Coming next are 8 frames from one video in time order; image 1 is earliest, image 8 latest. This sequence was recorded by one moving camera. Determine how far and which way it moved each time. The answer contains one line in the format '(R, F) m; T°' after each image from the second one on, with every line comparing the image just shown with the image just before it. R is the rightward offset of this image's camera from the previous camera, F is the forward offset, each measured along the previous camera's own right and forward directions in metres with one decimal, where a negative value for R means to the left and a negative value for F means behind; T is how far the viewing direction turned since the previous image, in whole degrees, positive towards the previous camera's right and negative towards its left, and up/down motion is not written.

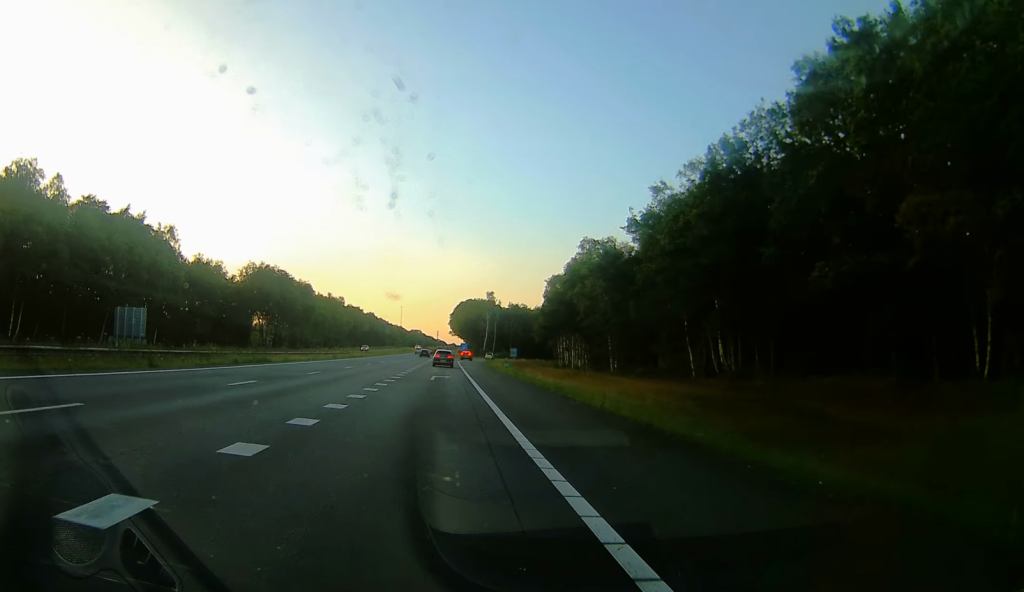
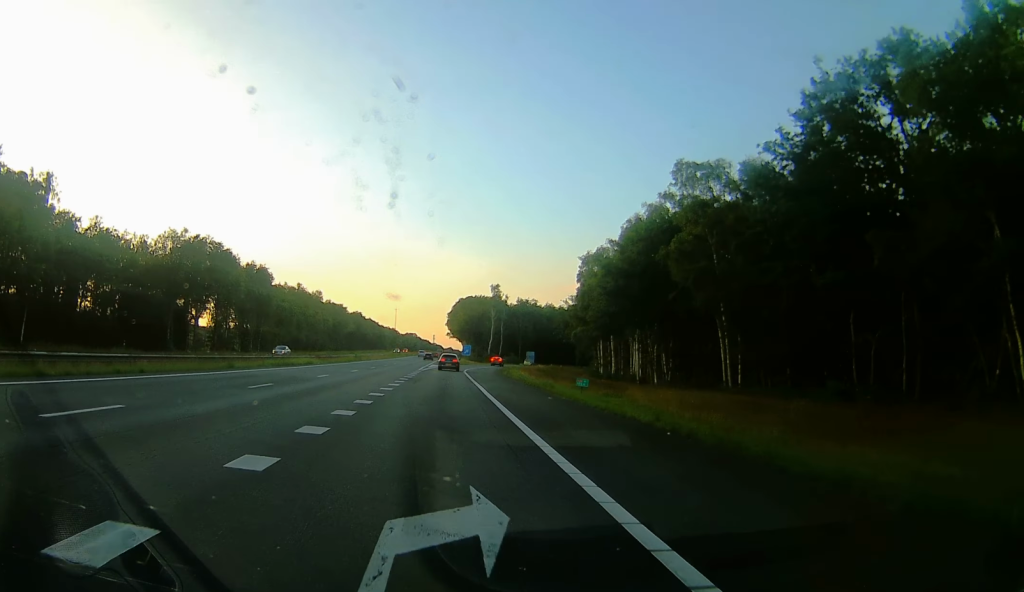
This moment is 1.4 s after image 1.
(+0.9, +36.5) m; +1°
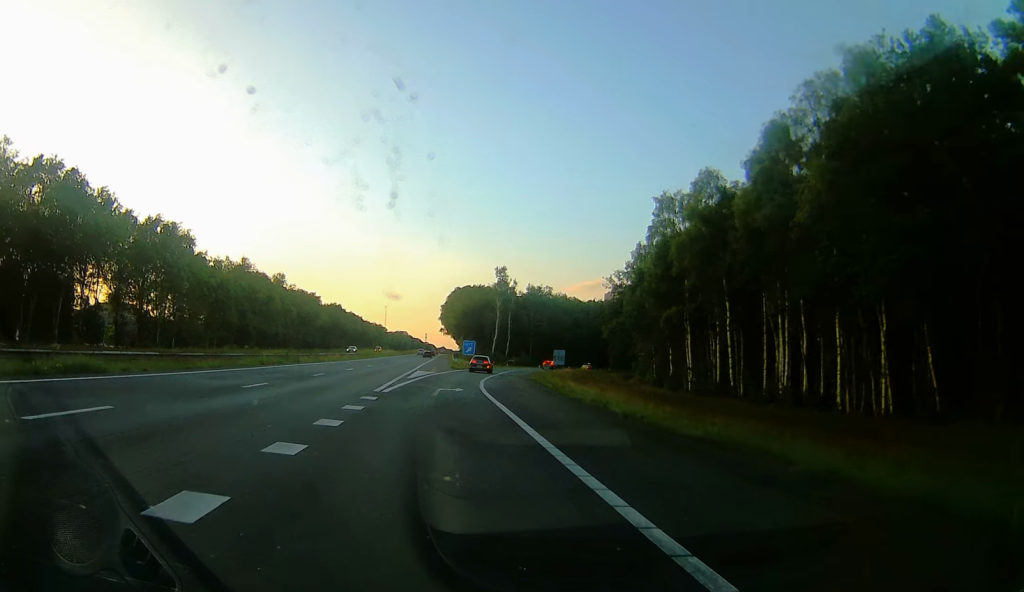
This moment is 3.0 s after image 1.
(-0.9, +38.3) m; -1°
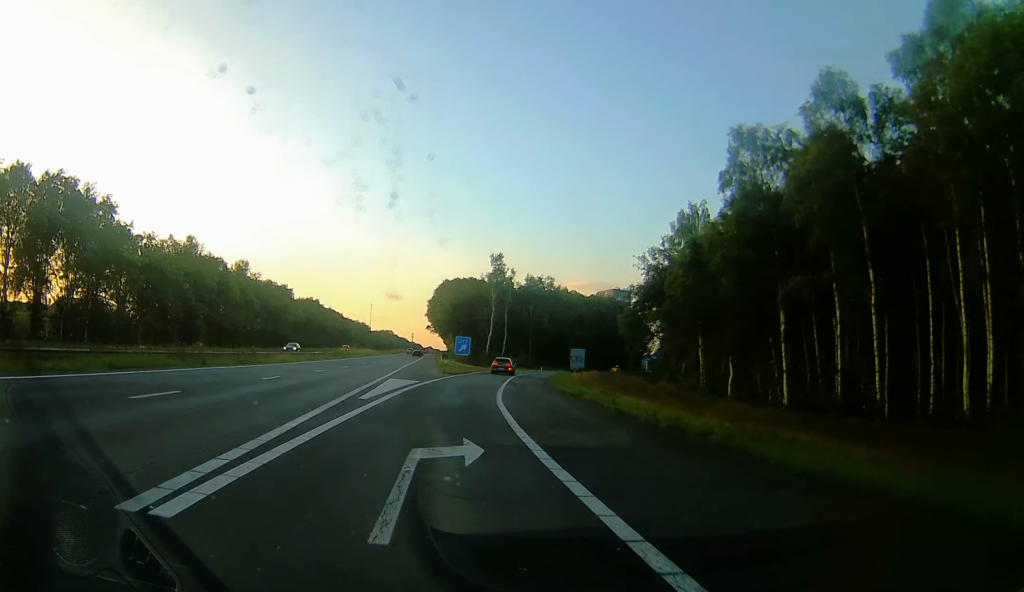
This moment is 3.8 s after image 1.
(0.0, +20.1) m; +2°
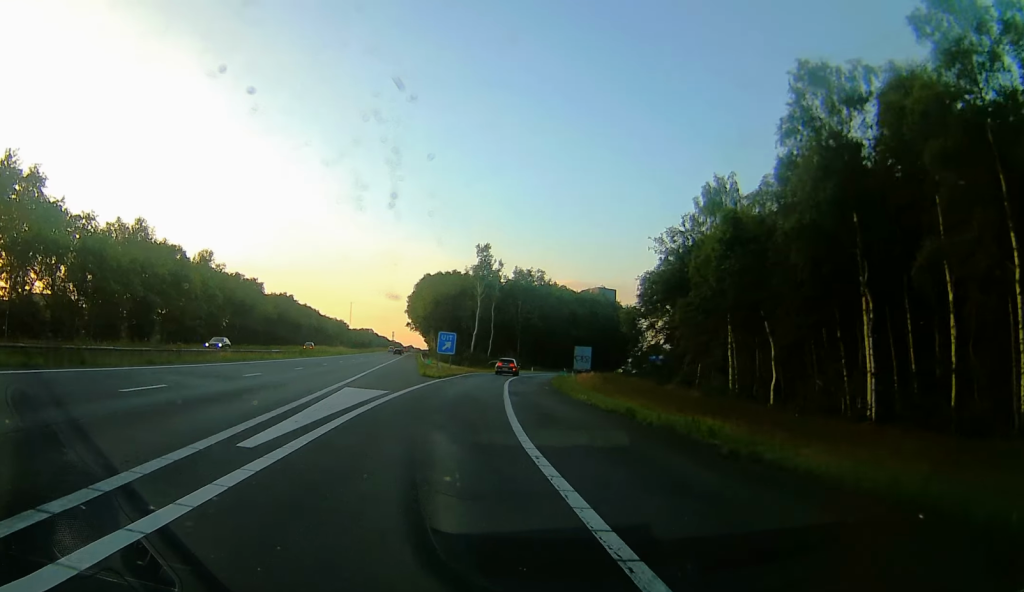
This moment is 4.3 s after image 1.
(+0.3, +11.2) m; +1°
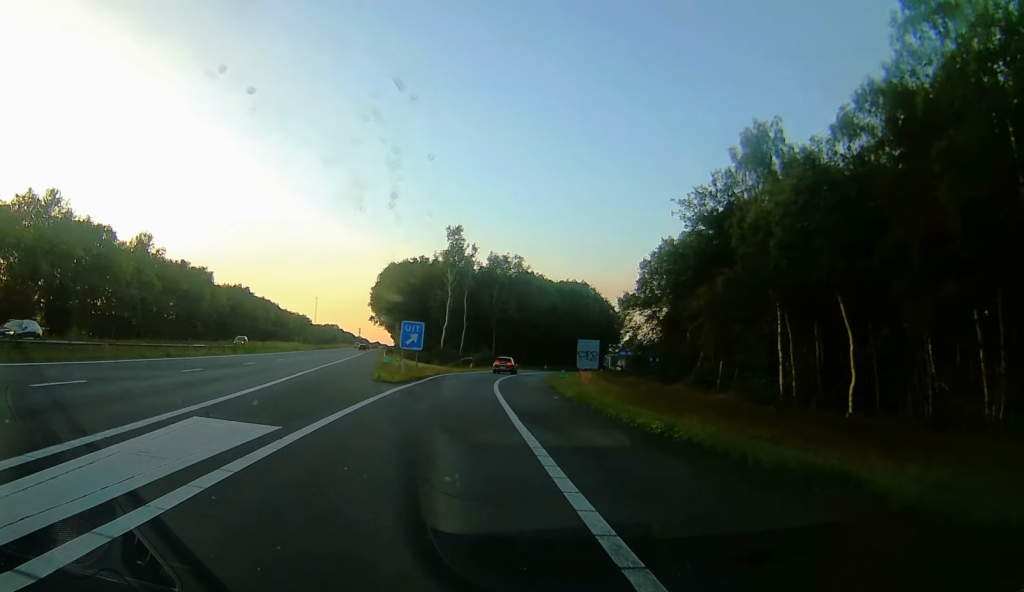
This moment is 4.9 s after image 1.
(+0.2, +14.0) m; +2°
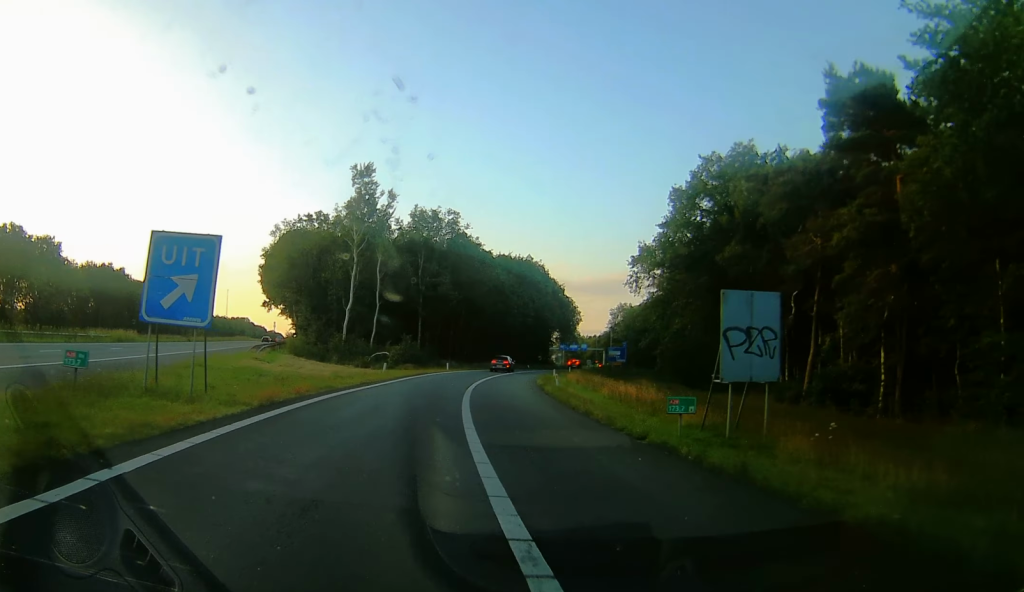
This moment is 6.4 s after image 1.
(+2.1, +33.7) m; +7°
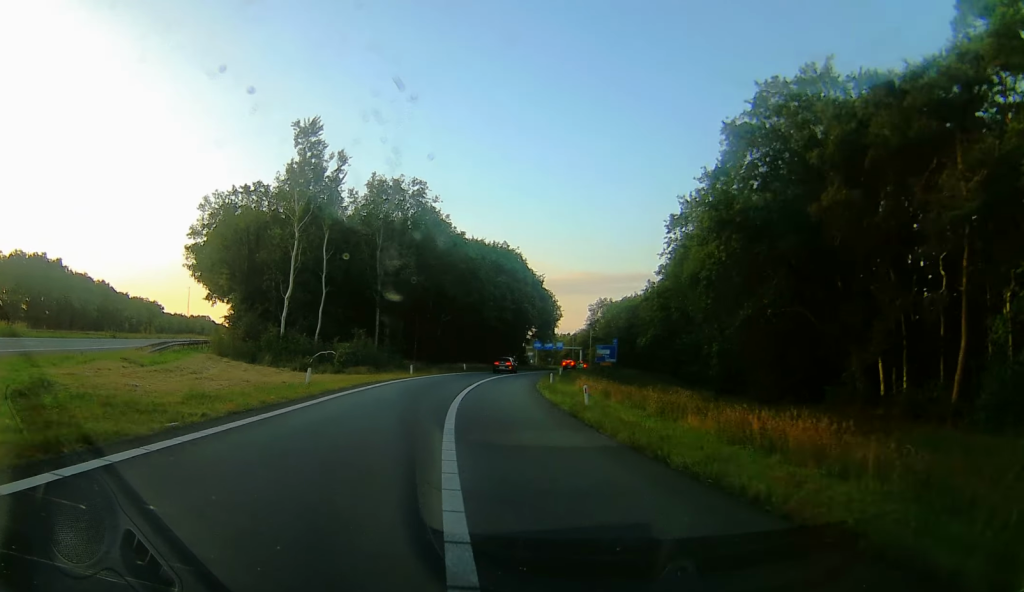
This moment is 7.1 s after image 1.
(+0.4, +15.1) m; +2°
